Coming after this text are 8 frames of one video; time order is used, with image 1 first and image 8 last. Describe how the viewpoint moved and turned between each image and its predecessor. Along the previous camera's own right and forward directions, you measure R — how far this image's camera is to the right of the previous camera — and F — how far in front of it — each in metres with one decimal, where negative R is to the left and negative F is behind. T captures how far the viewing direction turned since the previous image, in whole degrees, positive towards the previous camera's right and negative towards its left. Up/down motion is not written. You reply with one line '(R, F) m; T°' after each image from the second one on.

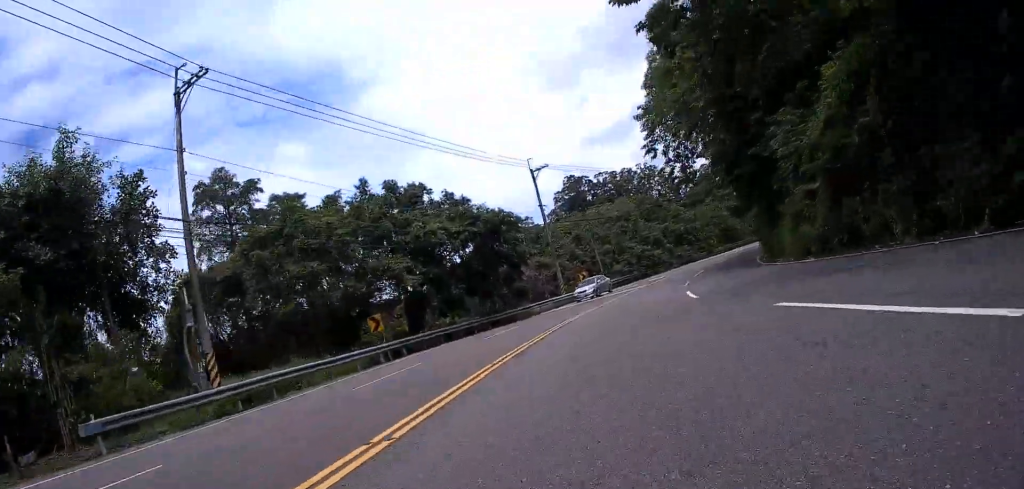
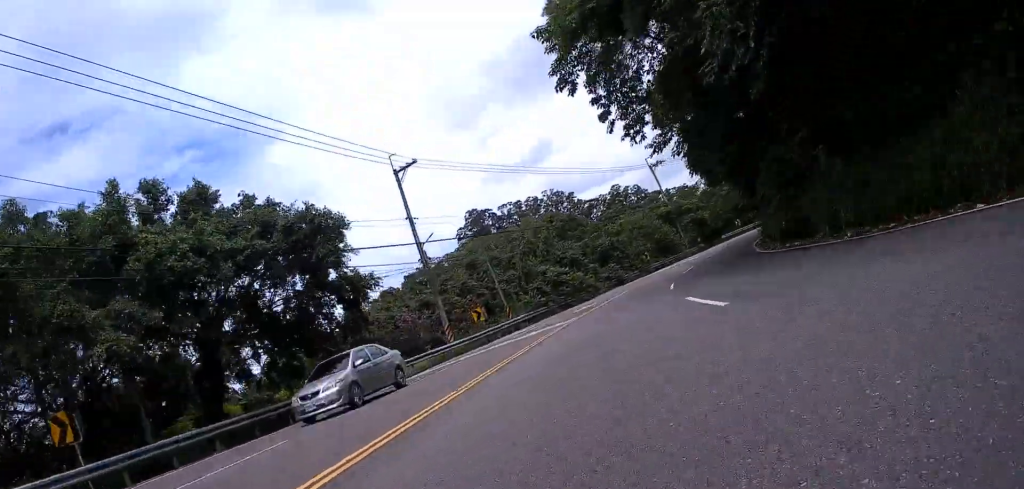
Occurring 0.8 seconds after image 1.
(0.0, +15.4) m; 0°
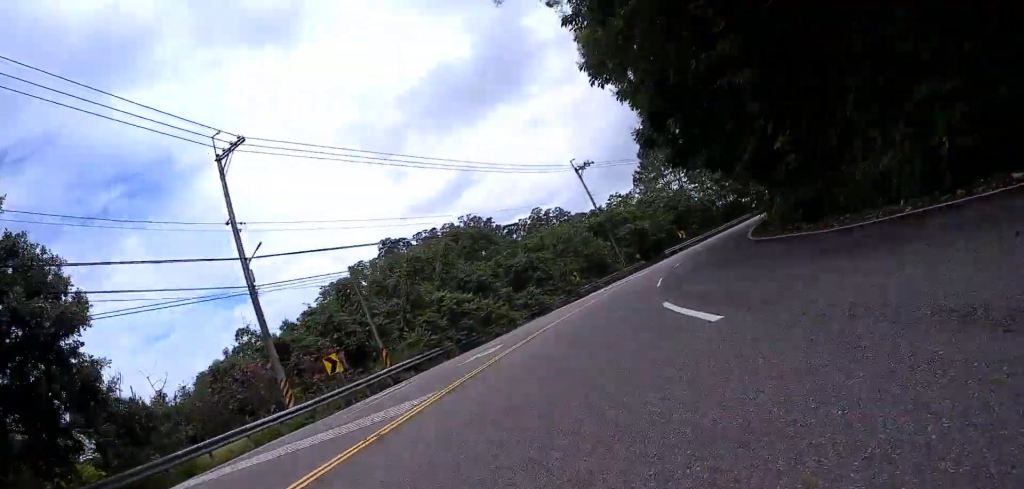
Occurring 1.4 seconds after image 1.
(0.0, +12.3) m; +8°
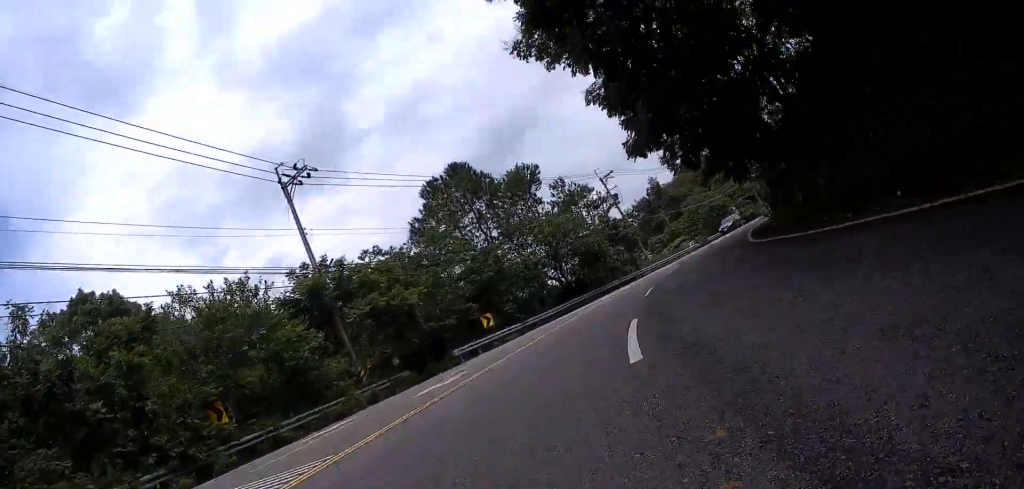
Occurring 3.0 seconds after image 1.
(+6.5, +28.7) m; +22°
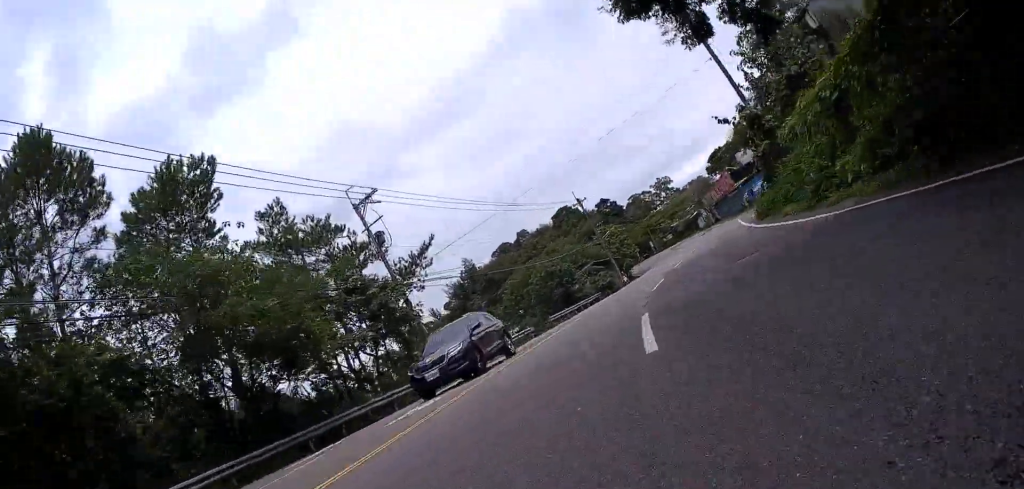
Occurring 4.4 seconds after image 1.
(+3.7, +28.8) m; +18°
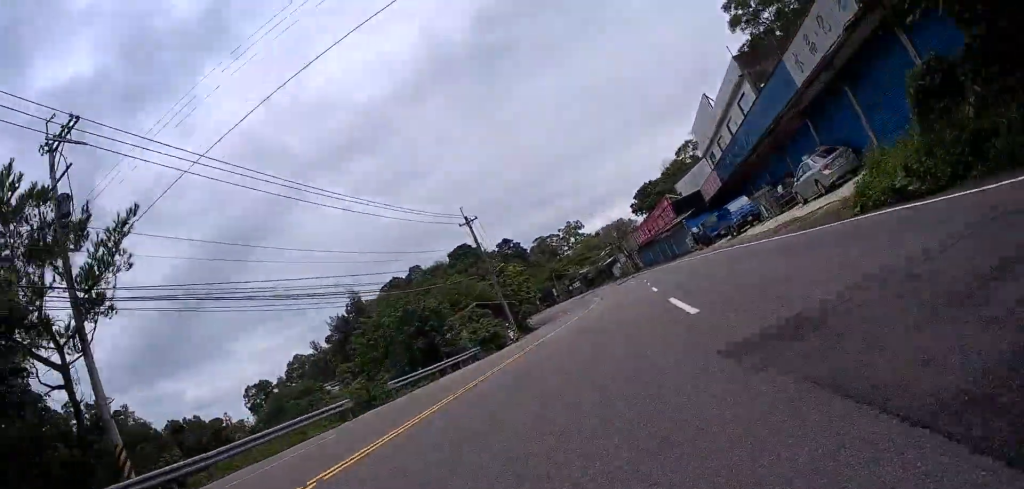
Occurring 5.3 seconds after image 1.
(+2.0, +17.4) m; +9°
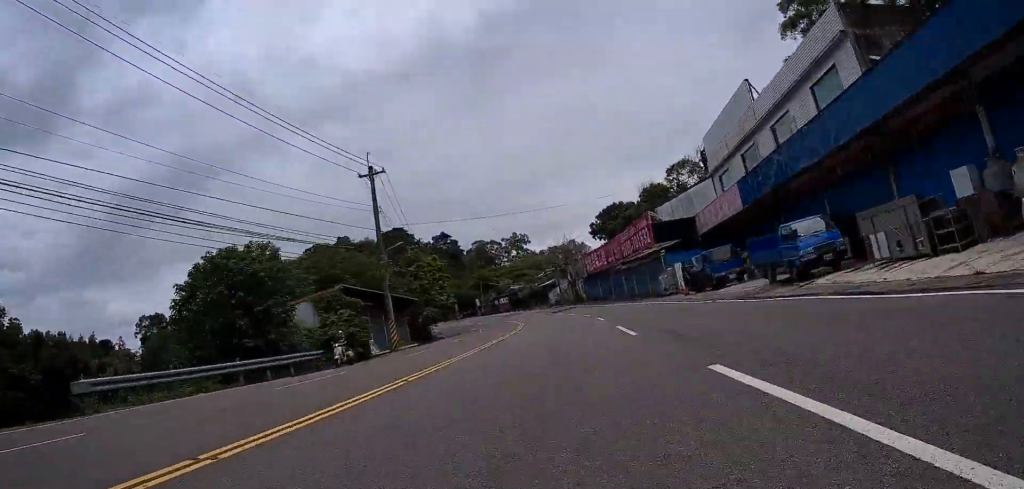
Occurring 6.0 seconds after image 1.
(+0.8, +15.2) m; +3°
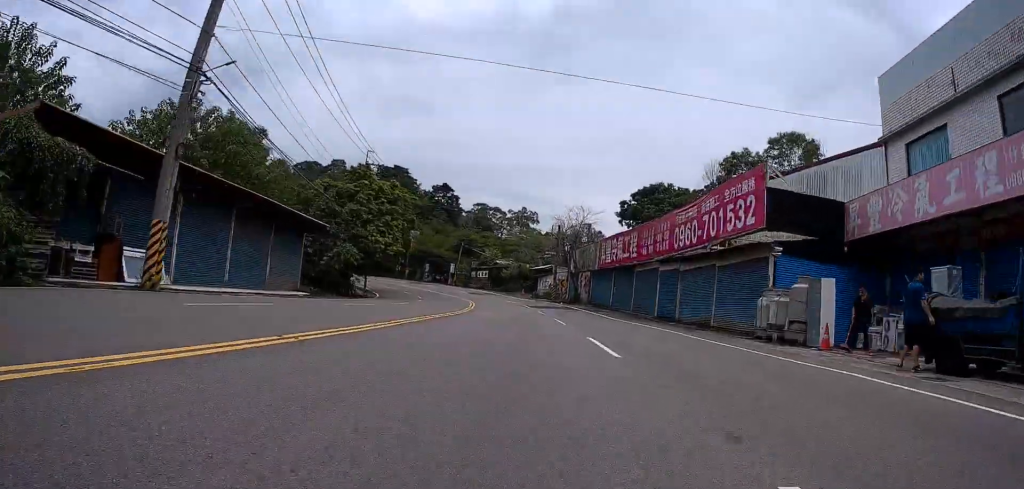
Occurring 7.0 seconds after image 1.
(+0.1, +21.8) m; -1°
